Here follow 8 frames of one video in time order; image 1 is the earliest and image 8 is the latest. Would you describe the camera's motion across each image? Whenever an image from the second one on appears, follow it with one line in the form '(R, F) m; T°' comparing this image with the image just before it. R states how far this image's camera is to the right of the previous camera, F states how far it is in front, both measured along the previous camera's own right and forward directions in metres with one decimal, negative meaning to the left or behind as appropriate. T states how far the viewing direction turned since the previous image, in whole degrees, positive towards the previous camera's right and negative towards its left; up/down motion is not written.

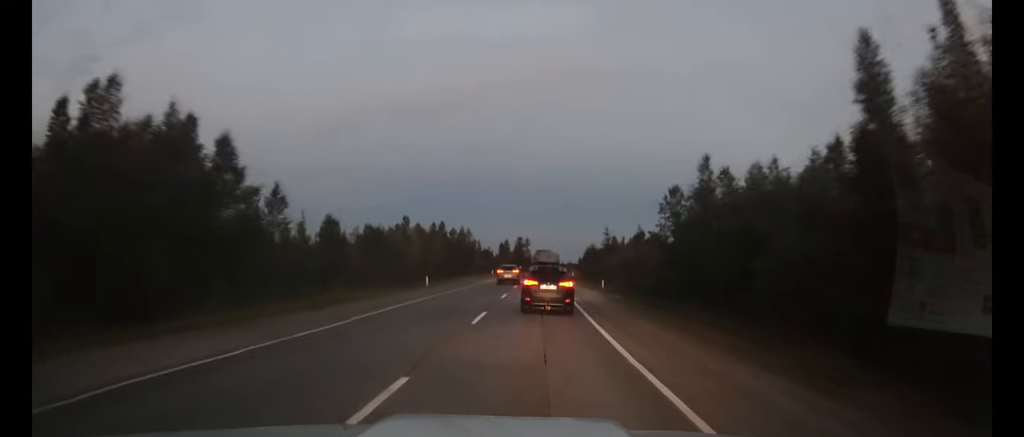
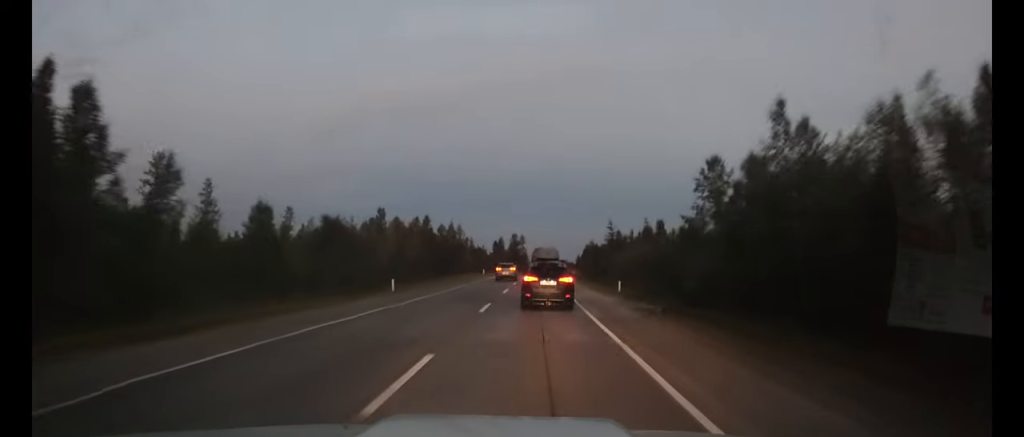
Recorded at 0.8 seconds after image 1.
(0.0, +10.2) m; 0°
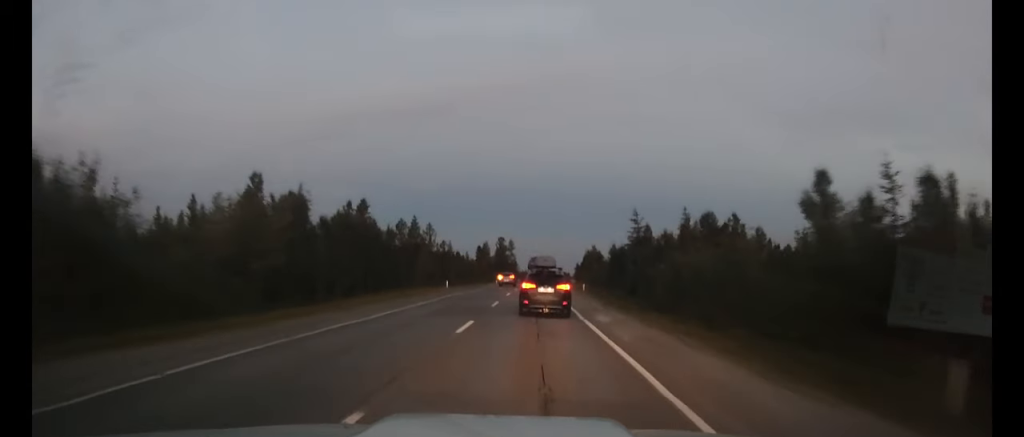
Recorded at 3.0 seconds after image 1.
(+0.2, +28.0) m; +1°
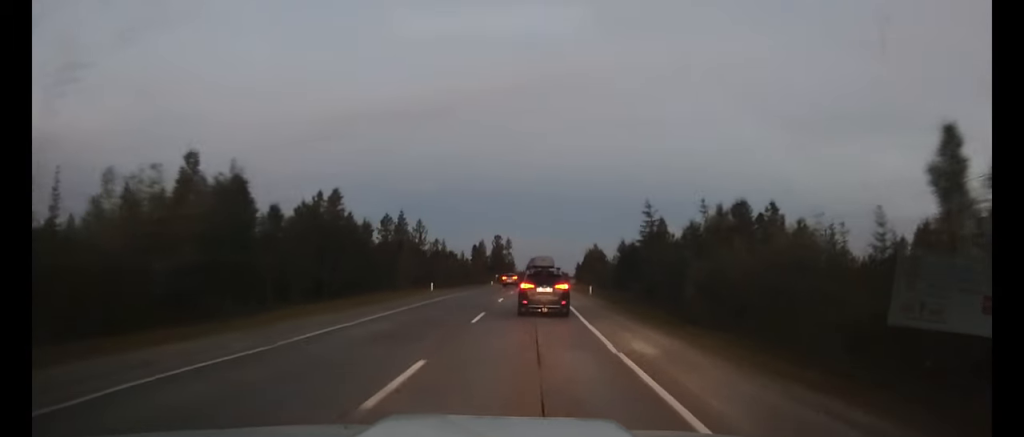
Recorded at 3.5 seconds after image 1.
(0.0, +7.5) m; 0°
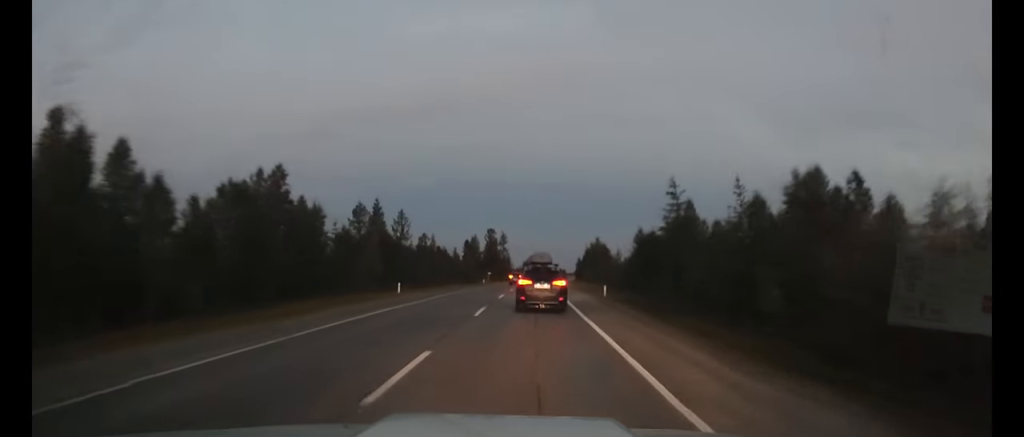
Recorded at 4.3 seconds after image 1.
(0.0, +10.8) m; 0°
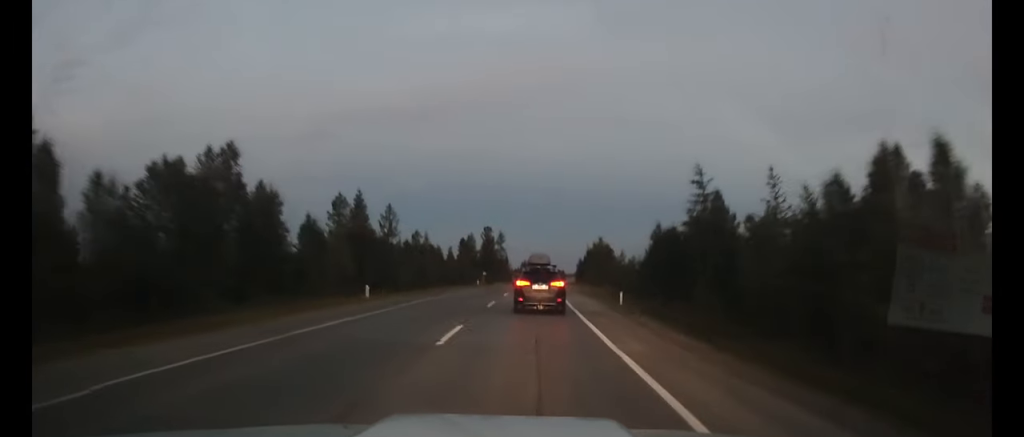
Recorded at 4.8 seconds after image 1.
(0.0, +6.9) m; 0°
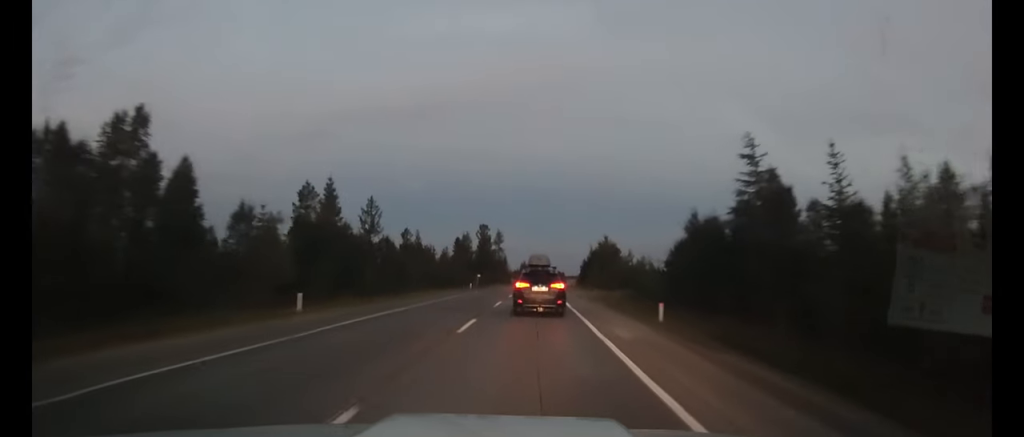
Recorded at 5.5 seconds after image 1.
(0.0, +8.9) m; 0°
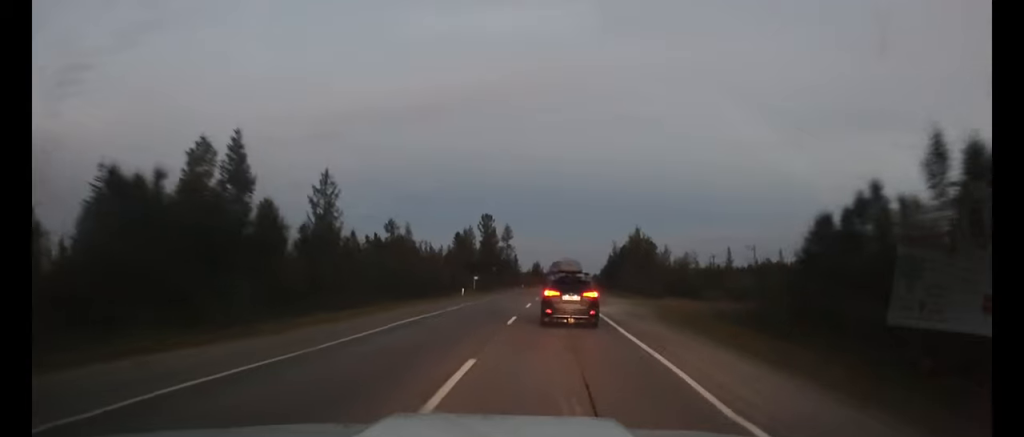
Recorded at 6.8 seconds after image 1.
(-0.1, +19.3) m; -1°
